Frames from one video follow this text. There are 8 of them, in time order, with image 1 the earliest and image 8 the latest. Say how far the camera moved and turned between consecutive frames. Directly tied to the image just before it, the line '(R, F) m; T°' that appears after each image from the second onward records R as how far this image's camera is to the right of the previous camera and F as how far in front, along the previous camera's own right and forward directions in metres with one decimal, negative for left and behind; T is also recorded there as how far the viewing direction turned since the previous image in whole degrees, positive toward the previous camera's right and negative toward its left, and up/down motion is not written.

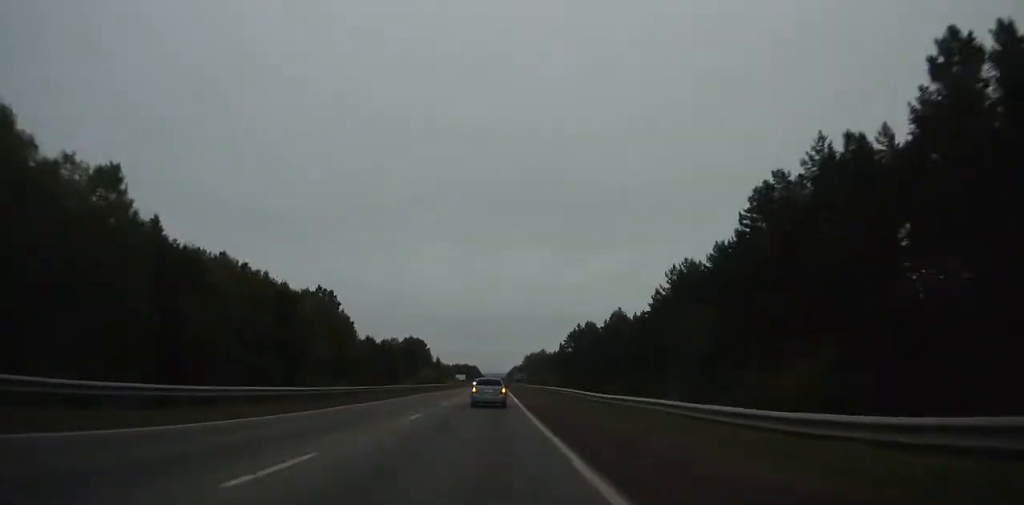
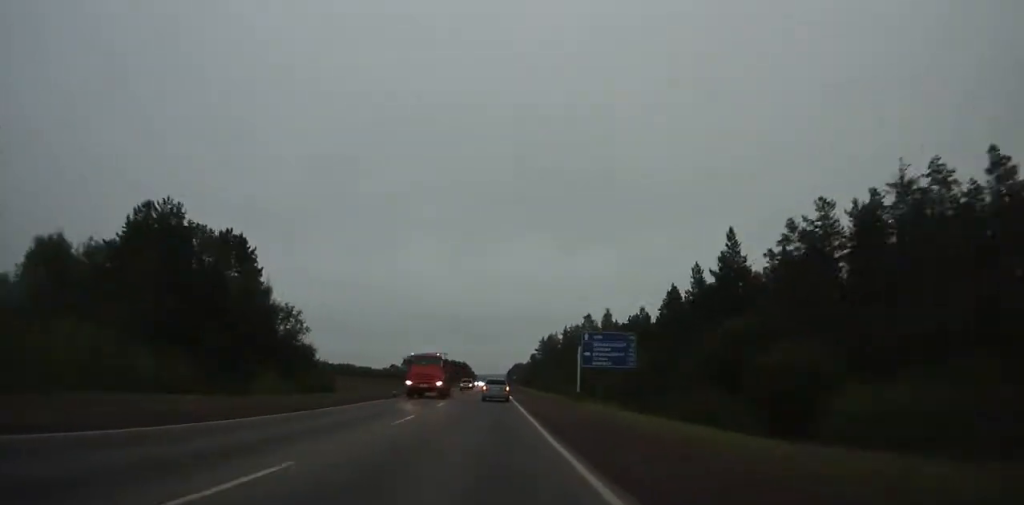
(-0.1, +158.4) m; +1°
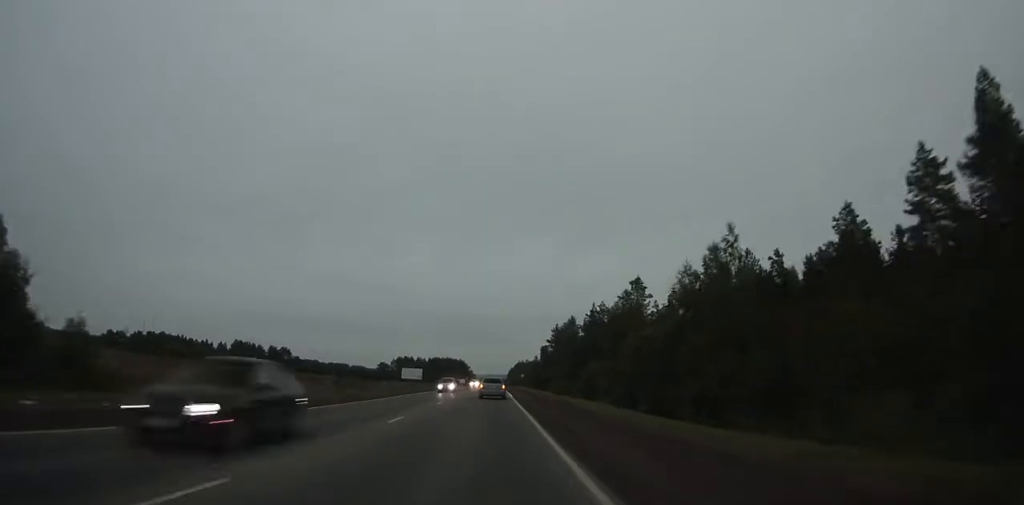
(-0.4, +50.3) m; 0°
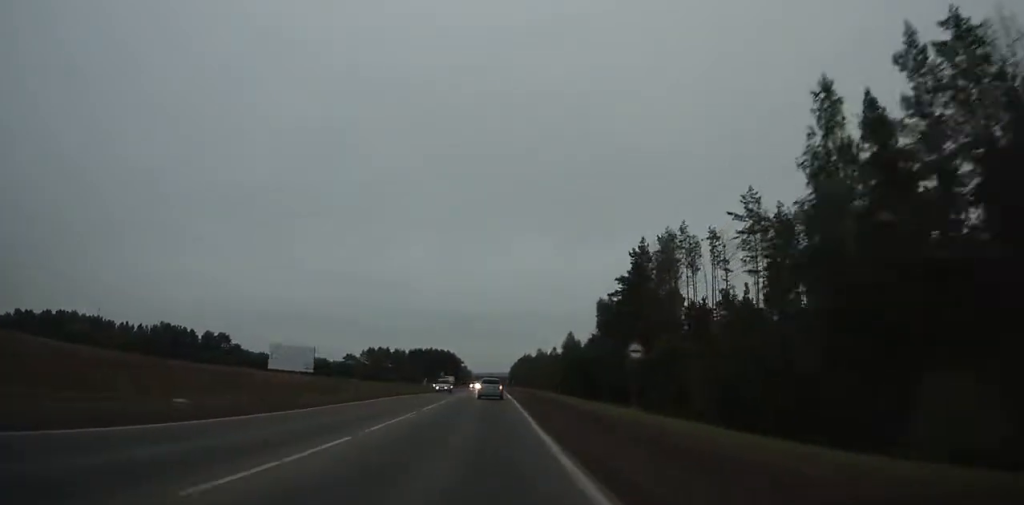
(+0.9, +102.8) m; +1°
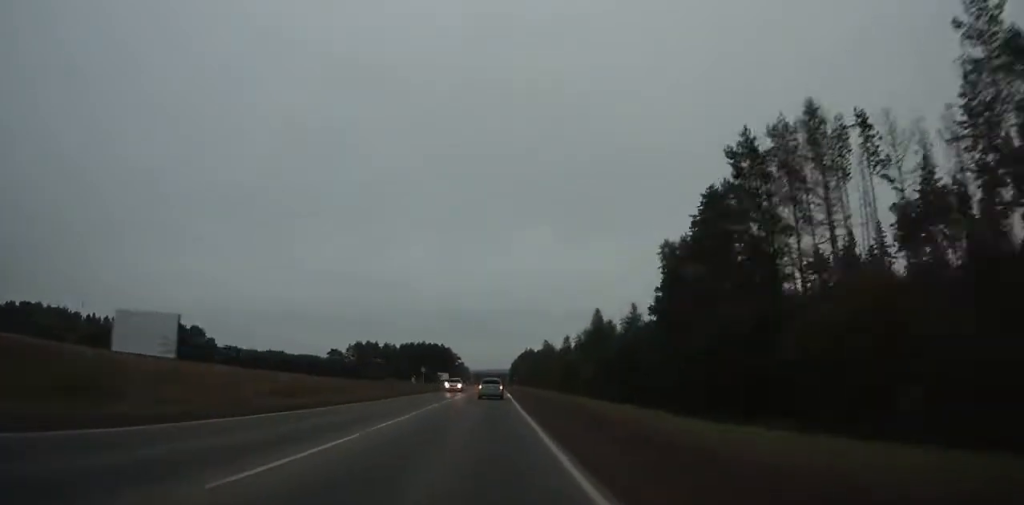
(+0.1, +31.3) m; 0°
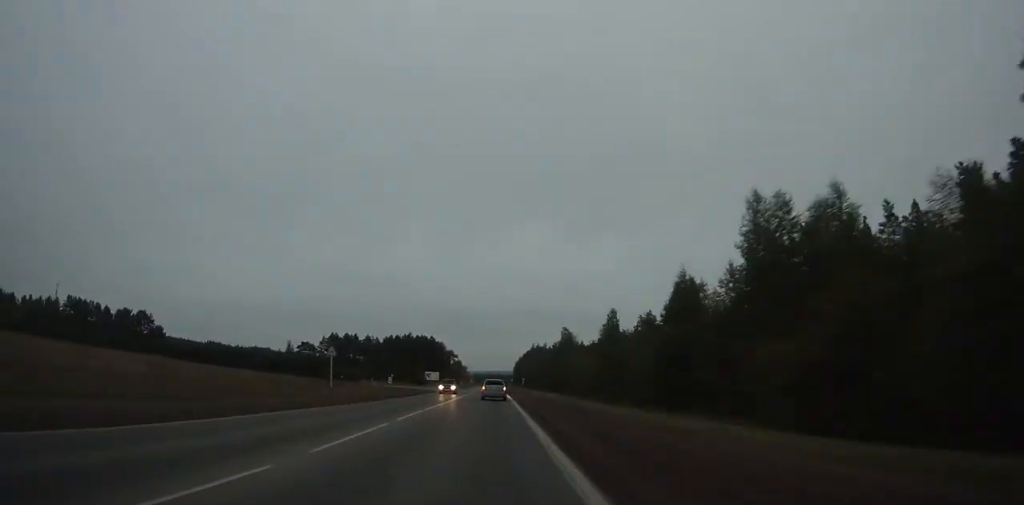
(-0.1, +53.4) m; 0°
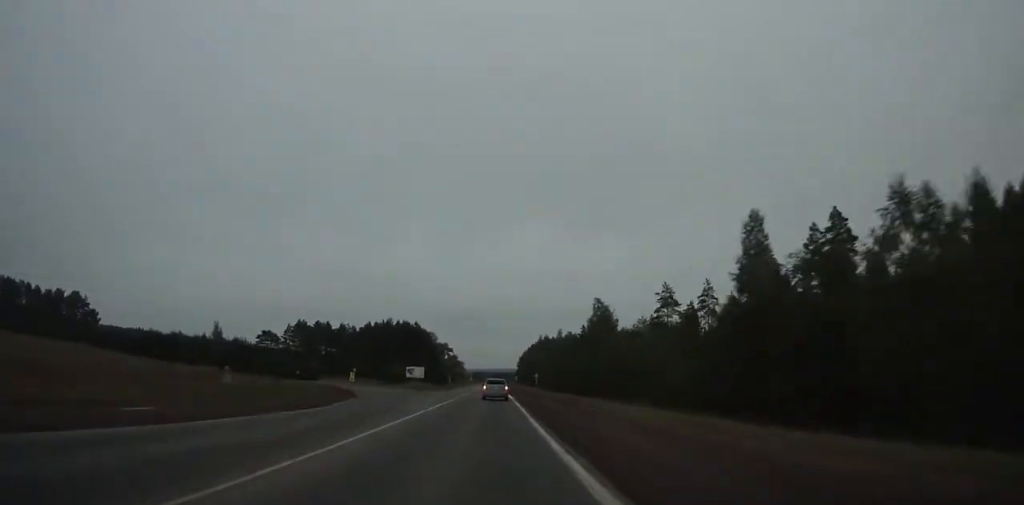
(-0.1, +48.9) m; 0°
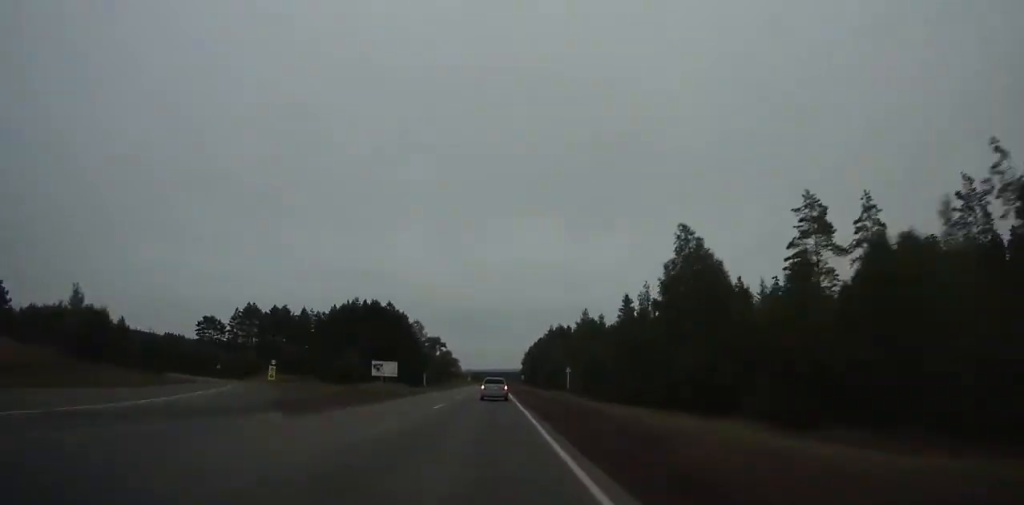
(+0.1, +47.0) m; 0°
